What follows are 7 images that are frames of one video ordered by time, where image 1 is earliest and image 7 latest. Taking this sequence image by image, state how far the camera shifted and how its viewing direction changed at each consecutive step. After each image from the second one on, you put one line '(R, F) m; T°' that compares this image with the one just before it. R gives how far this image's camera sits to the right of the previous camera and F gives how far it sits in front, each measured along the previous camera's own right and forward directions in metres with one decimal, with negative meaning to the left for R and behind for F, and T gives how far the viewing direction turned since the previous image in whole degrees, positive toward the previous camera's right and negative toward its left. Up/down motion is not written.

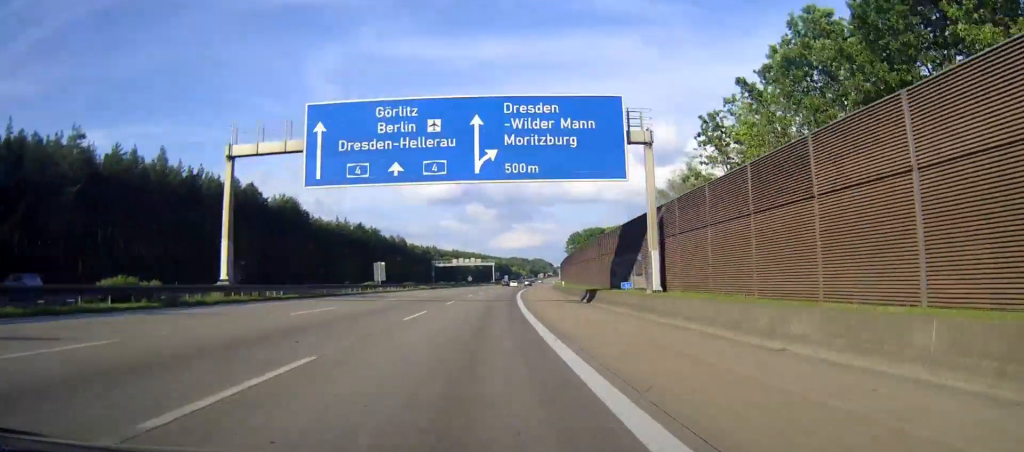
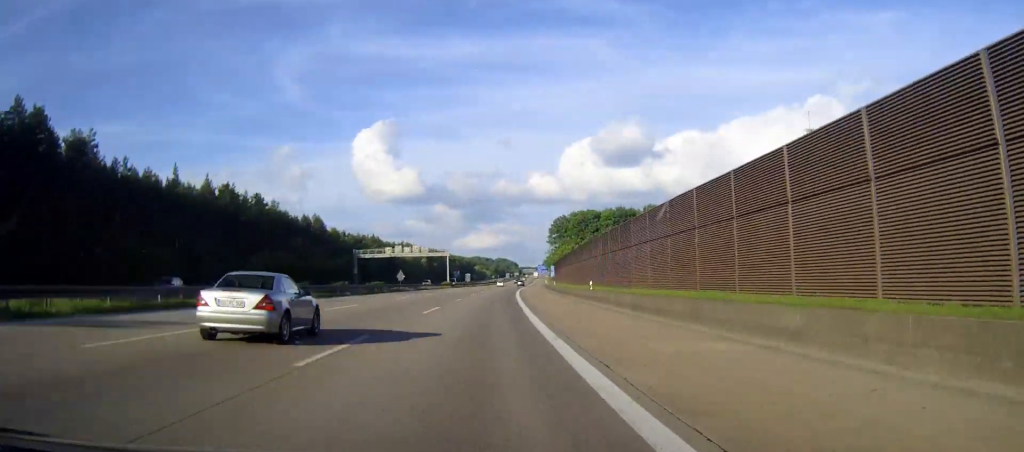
(+1.8, +83.4) m; +2°
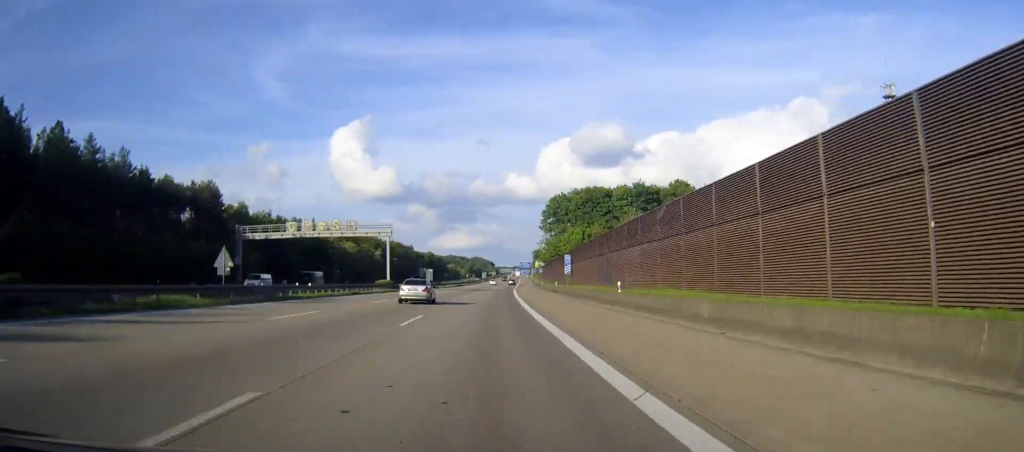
(+0.9, +60.1) m; +1°
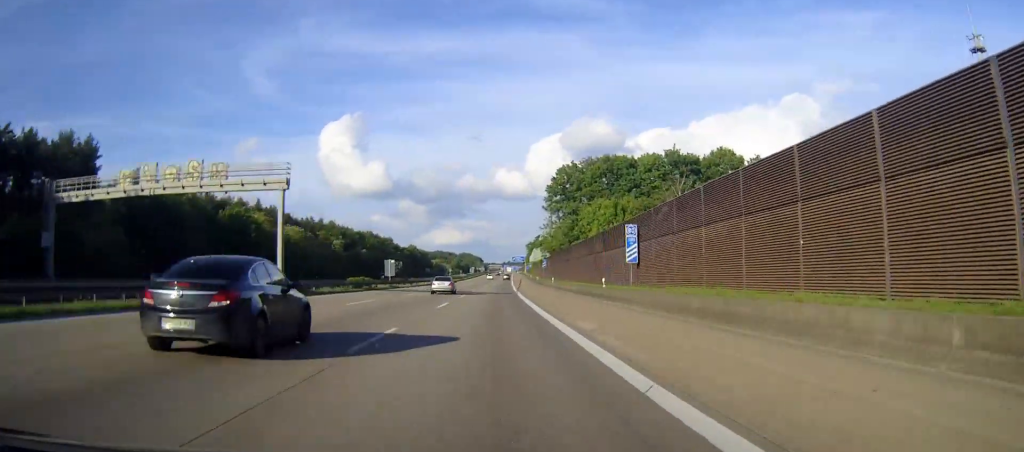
(+0.2, +41.0) m; +1°
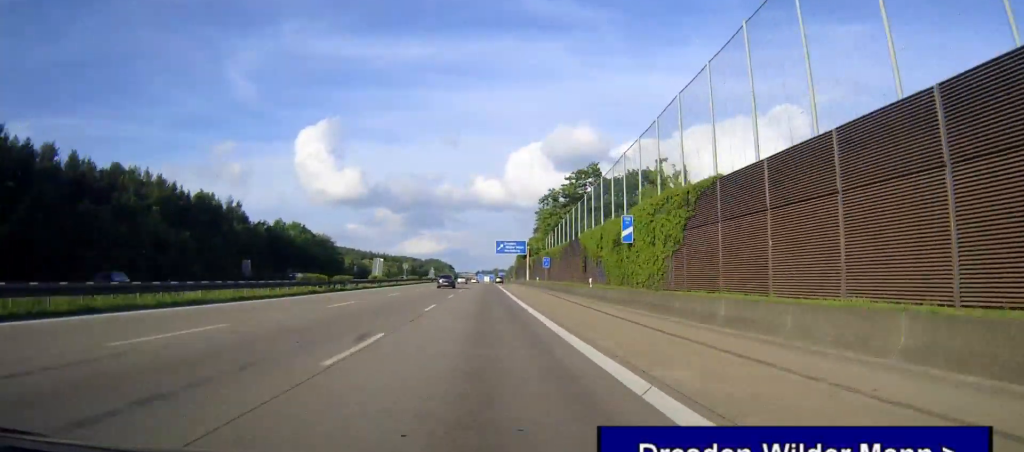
(+3.2, +207.2) m; +1°
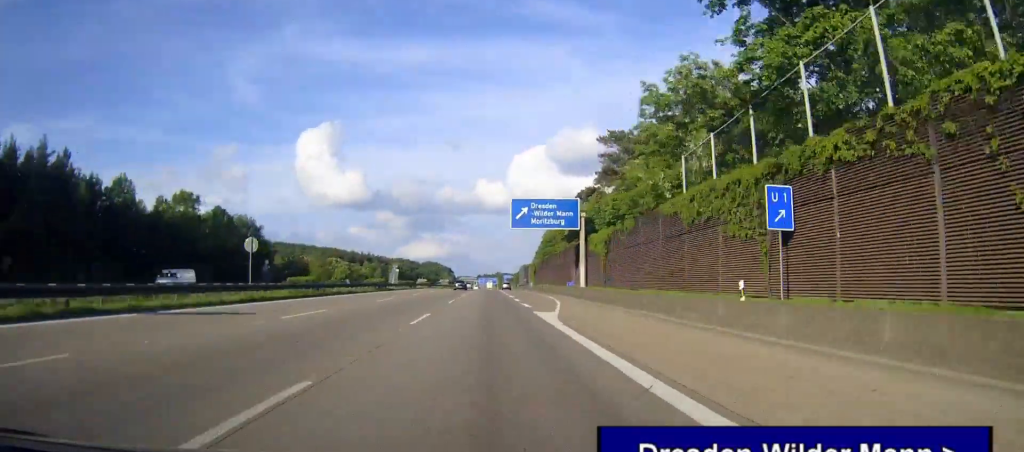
(-0.1, +81.4) m; 0°
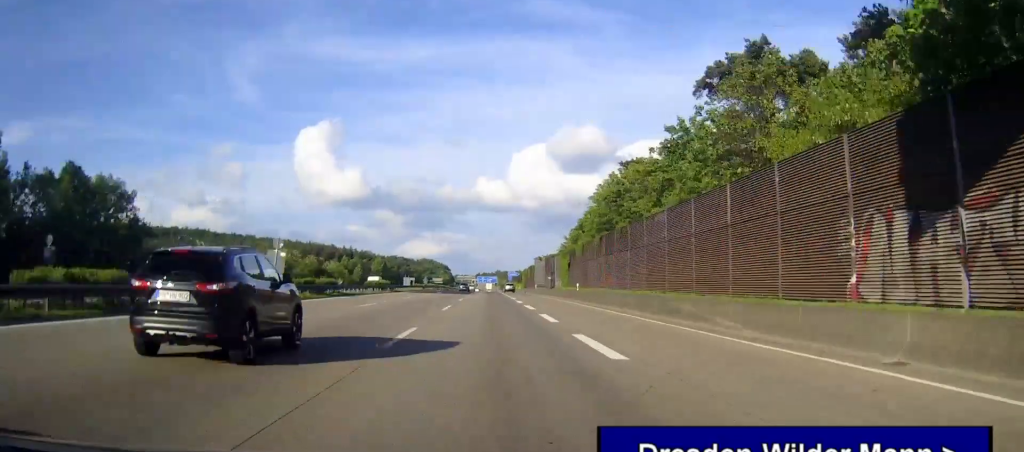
(0.0, +61.4) m; 0°
